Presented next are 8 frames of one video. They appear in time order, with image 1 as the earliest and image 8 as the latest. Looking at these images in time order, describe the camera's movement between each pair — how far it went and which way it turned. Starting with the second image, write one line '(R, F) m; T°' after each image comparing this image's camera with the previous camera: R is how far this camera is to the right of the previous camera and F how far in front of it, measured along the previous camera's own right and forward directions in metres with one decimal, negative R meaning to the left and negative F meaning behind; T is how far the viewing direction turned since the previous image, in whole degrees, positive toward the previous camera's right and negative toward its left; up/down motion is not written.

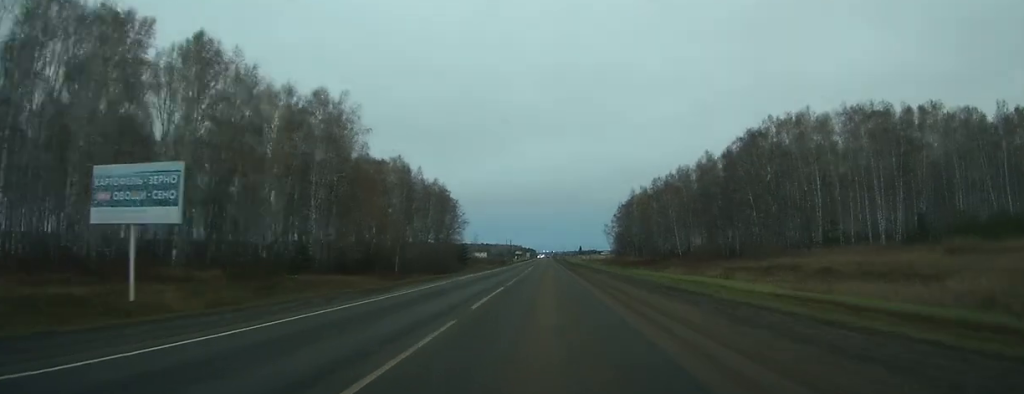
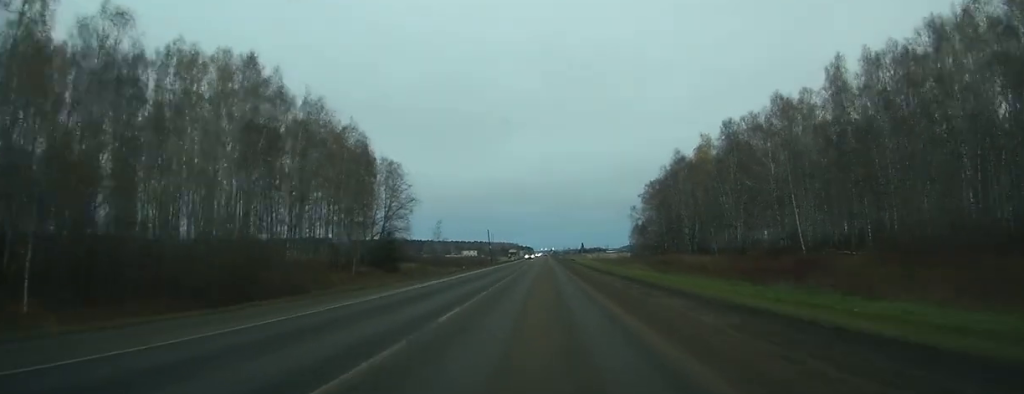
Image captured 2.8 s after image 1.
(+0.2, +75.3) m; 0°
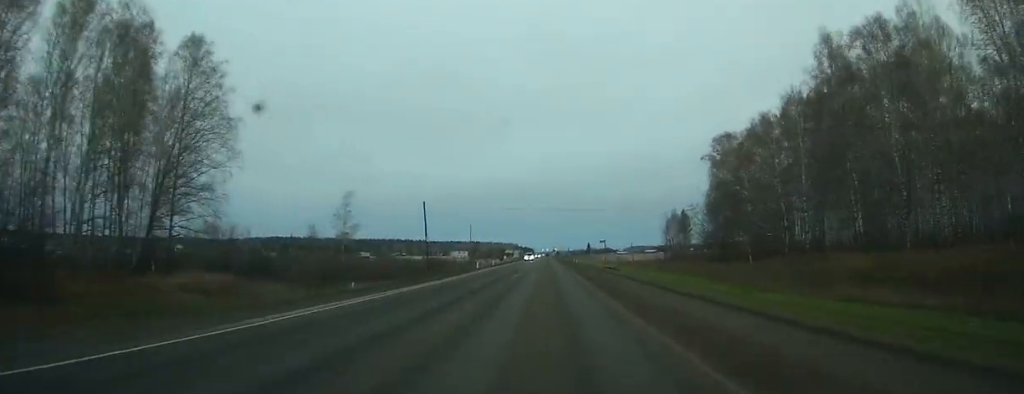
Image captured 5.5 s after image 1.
(-0.3, +73.8) m; -1°
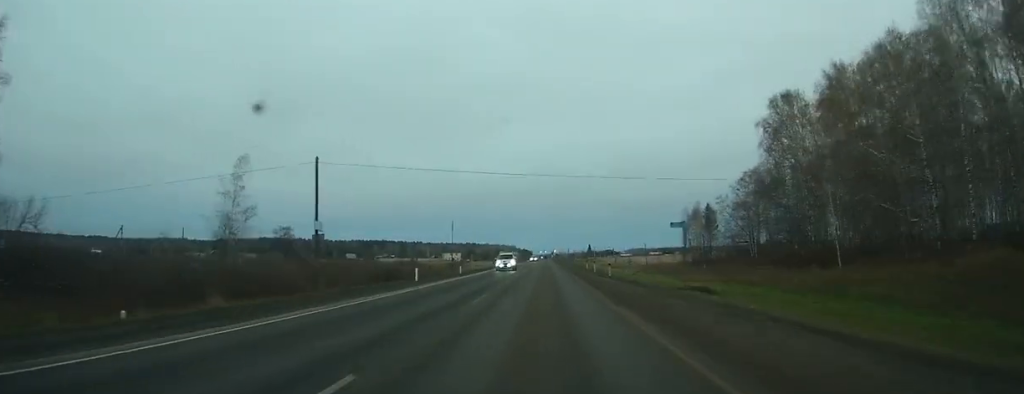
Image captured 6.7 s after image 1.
(-0.1, +30.6) m; 0°
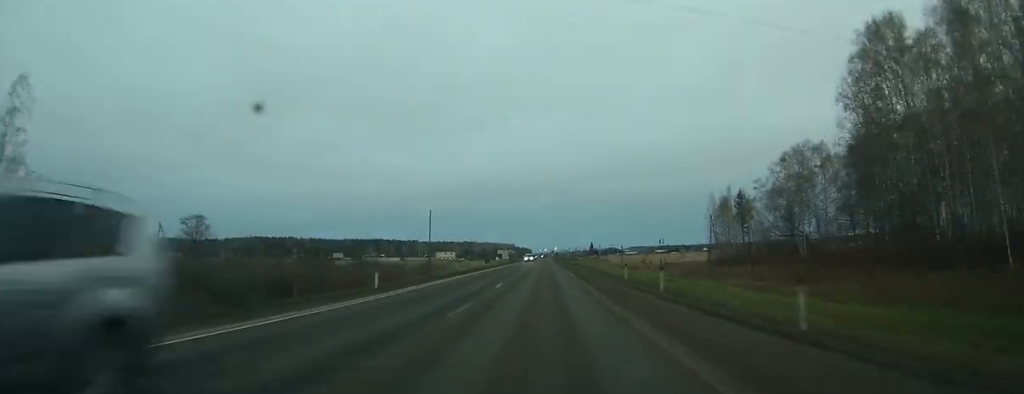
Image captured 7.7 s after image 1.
(0.0, +26.7) m; 0°
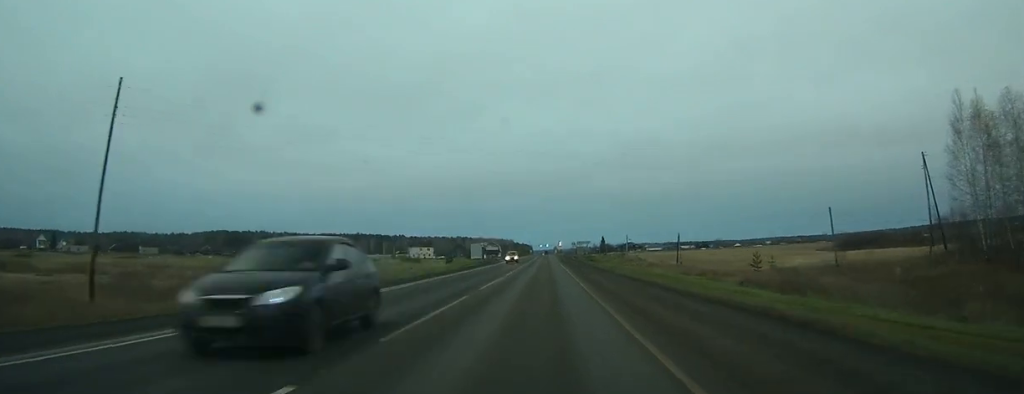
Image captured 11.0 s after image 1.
(+0.3, +86.4) m; 0°
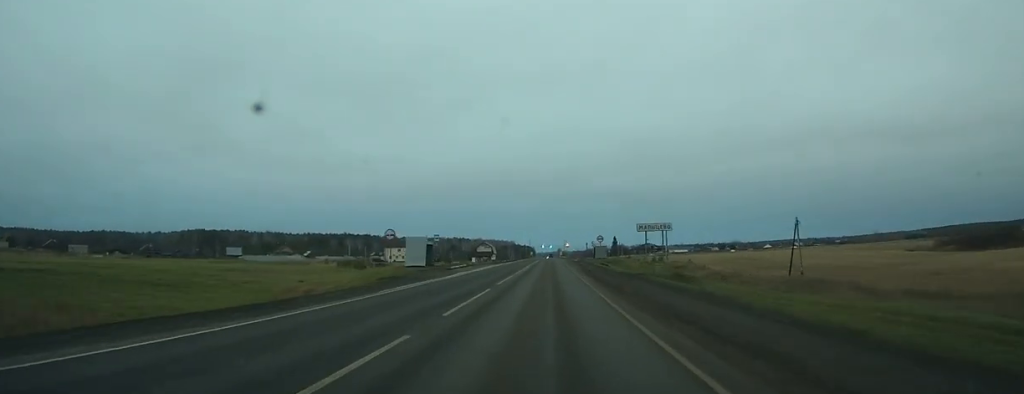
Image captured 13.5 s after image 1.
(-0.2, +58.2) m; 0°
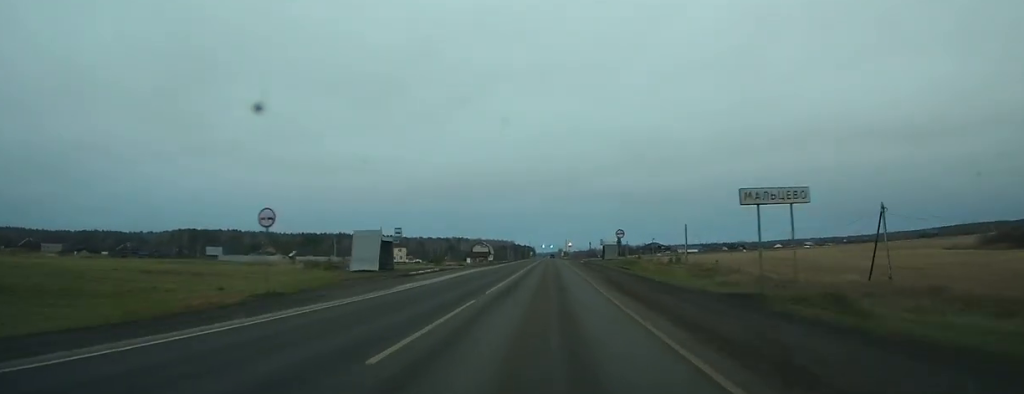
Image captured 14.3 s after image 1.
(-0.1, +19.2) m; 0°
